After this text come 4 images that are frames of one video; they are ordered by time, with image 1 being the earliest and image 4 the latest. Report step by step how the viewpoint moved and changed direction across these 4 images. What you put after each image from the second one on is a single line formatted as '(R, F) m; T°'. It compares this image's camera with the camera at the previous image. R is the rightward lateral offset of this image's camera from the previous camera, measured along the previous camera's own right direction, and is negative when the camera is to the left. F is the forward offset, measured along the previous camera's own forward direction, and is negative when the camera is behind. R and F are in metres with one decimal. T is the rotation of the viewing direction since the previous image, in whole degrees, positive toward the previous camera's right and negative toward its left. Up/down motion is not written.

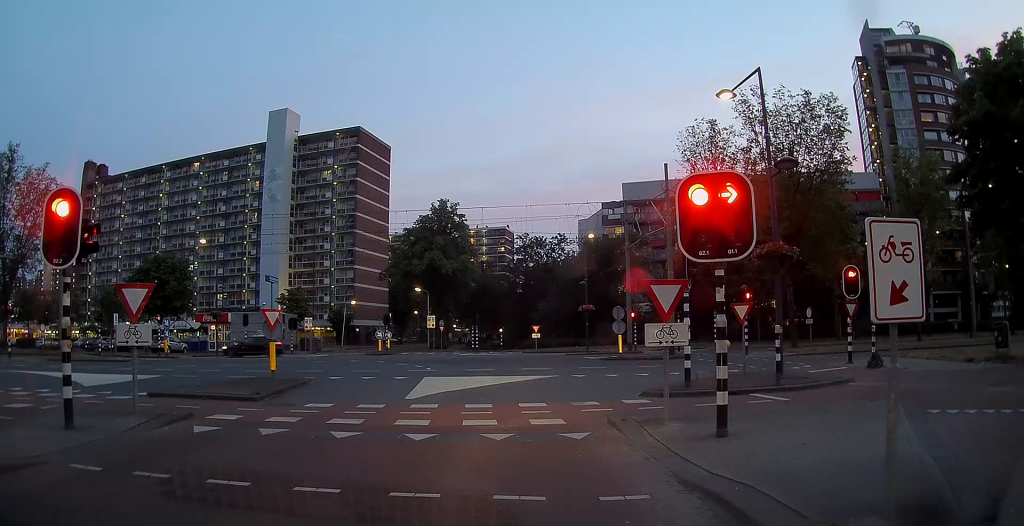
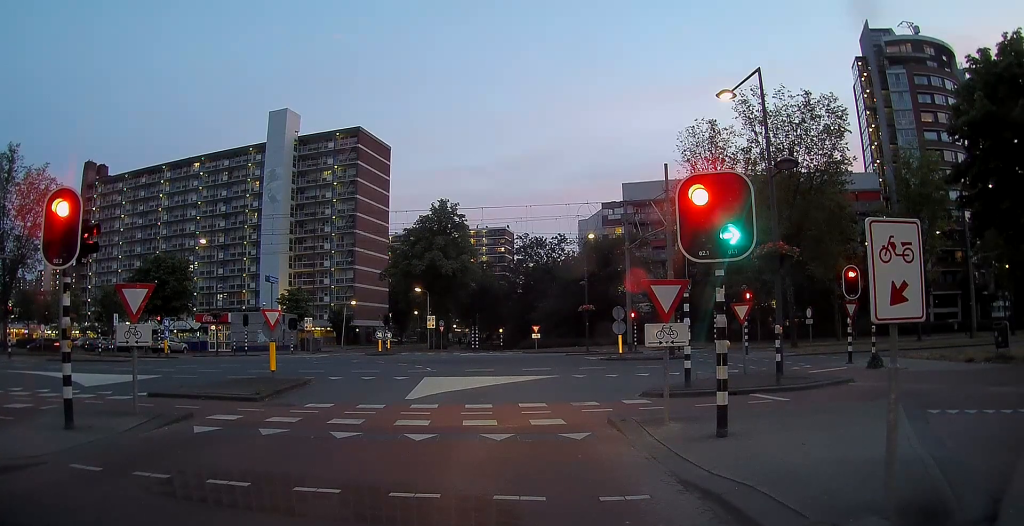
(0.0, 0.0) m; 0°
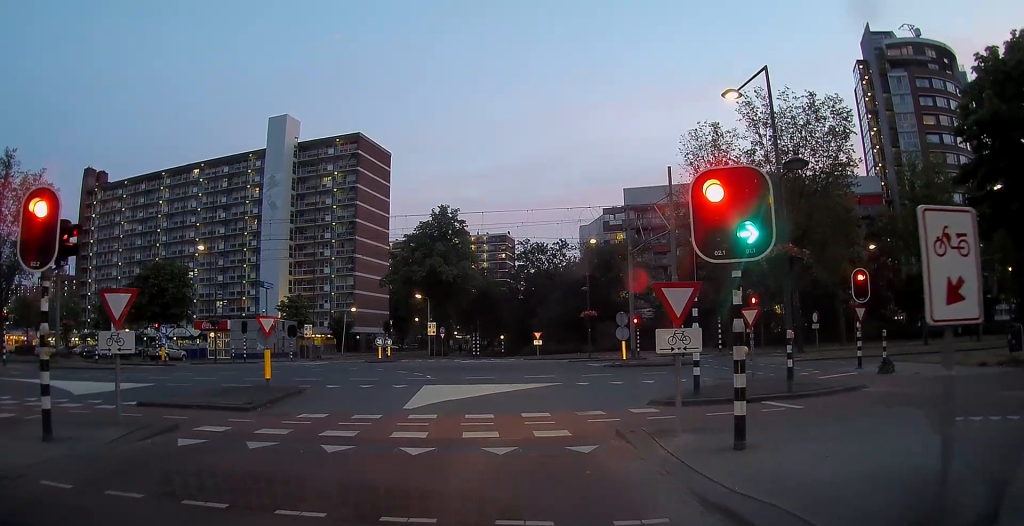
(-0.2, +0.2) m; 0°
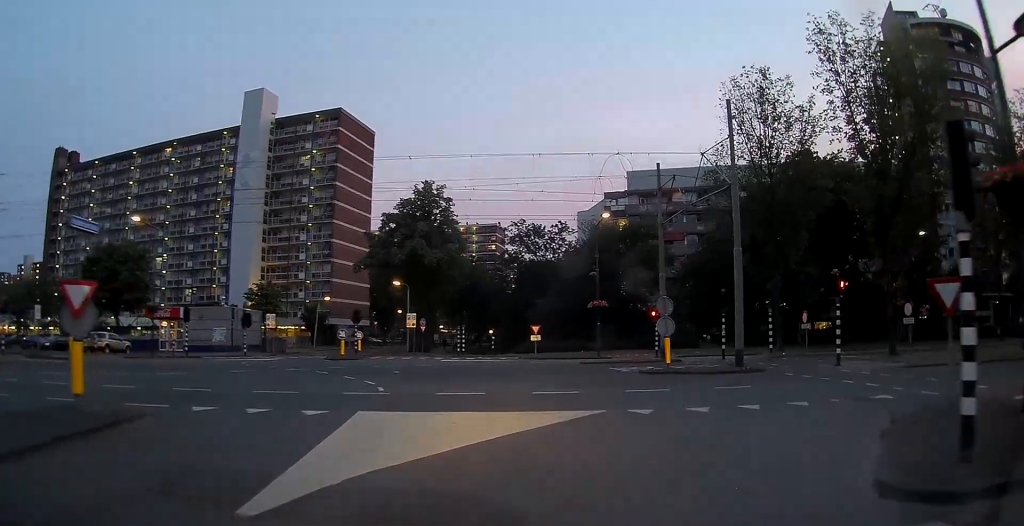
(+0.1, +5.1) m; +5°
